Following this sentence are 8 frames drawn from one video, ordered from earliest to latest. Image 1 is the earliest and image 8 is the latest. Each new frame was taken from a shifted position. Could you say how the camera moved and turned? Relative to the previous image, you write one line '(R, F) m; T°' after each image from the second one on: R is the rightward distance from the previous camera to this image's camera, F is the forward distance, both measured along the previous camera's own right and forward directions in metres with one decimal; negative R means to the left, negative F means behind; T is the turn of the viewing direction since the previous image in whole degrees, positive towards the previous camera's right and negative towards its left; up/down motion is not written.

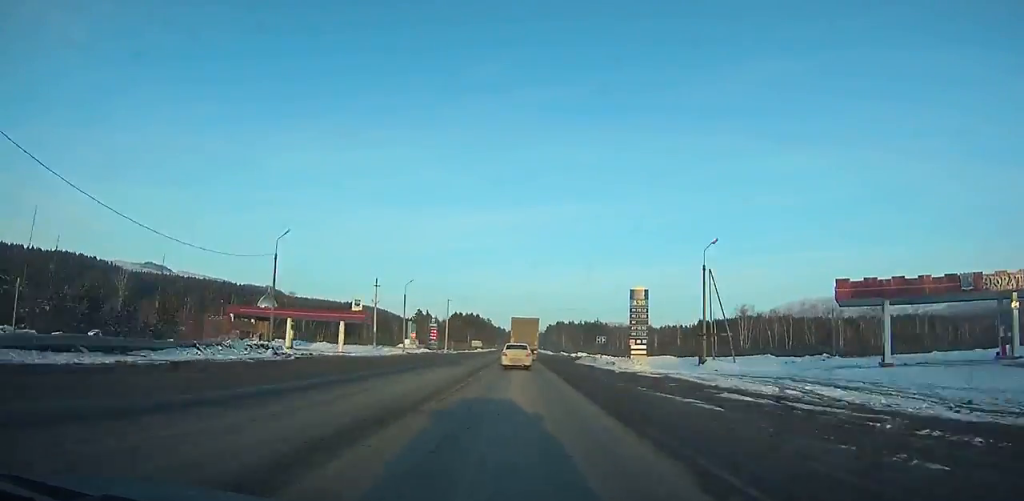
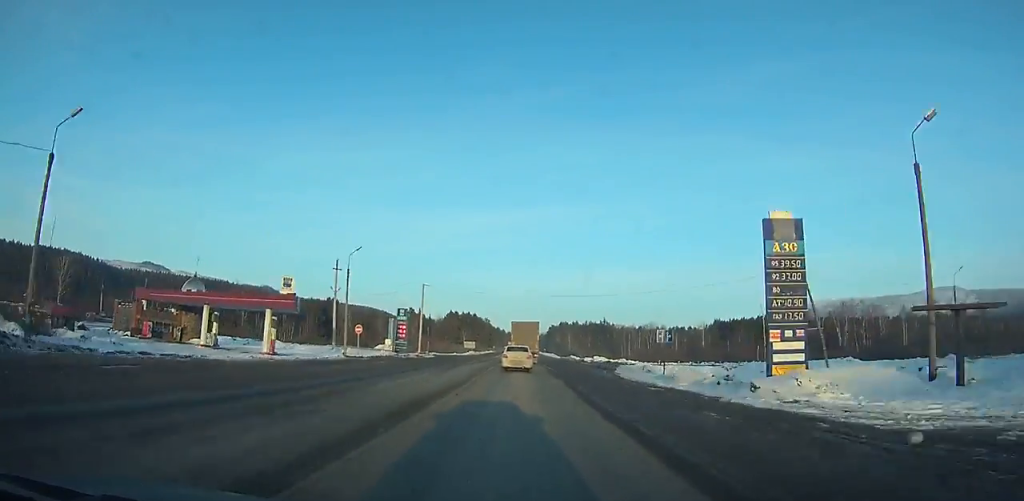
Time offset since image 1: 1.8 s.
(+0.1, +27.5) m; 0°
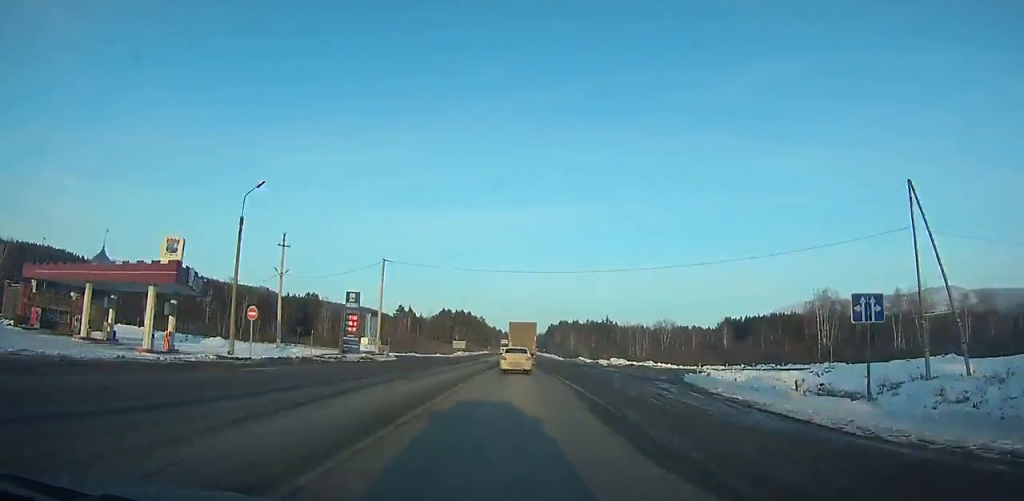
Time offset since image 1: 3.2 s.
(0.0, +21.4) m; 0°
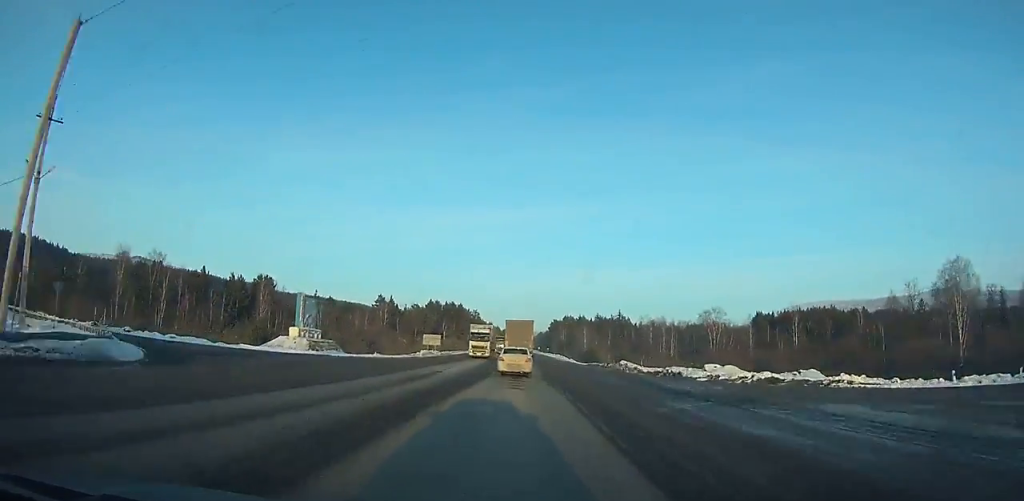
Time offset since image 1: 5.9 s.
(0.0, +41.8) m; 0°
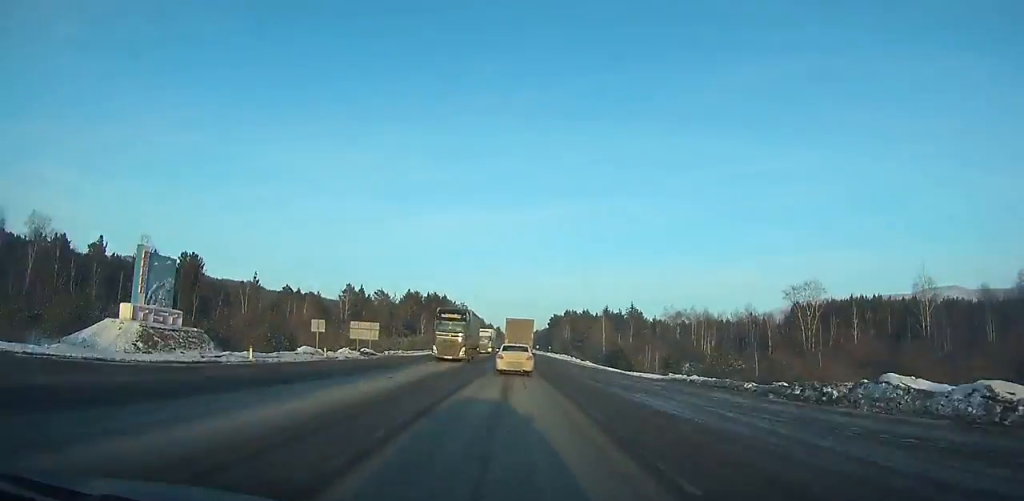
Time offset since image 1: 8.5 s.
(+0.1, +40.6) m; 0°
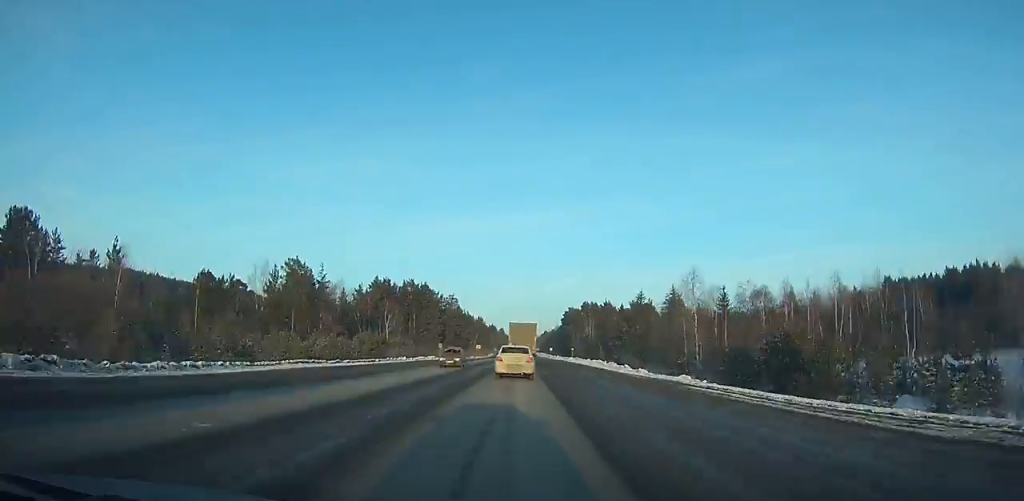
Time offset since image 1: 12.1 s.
(-0.1, +56.4) m; 0°
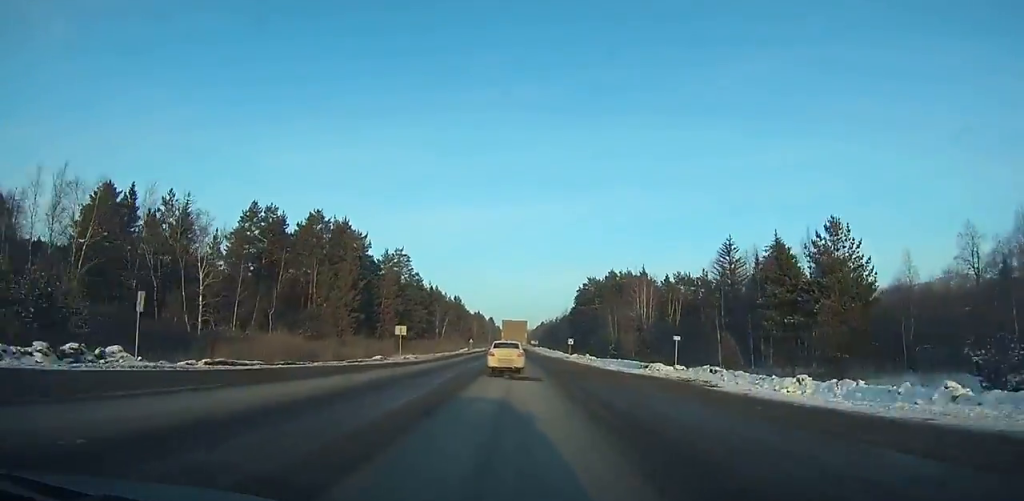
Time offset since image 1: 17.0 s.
(+0.2, +77.8) m; 0°
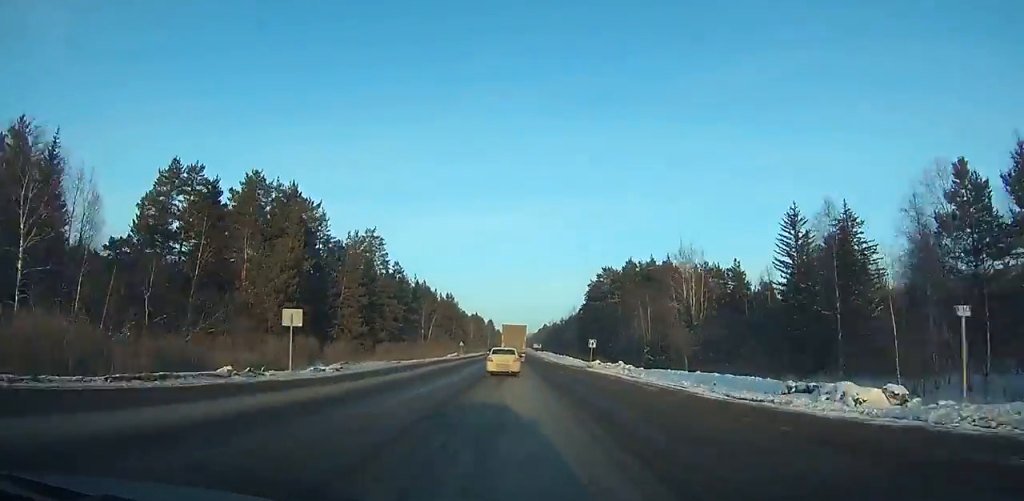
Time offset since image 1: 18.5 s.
(0.0, +24.2) m; 0°
